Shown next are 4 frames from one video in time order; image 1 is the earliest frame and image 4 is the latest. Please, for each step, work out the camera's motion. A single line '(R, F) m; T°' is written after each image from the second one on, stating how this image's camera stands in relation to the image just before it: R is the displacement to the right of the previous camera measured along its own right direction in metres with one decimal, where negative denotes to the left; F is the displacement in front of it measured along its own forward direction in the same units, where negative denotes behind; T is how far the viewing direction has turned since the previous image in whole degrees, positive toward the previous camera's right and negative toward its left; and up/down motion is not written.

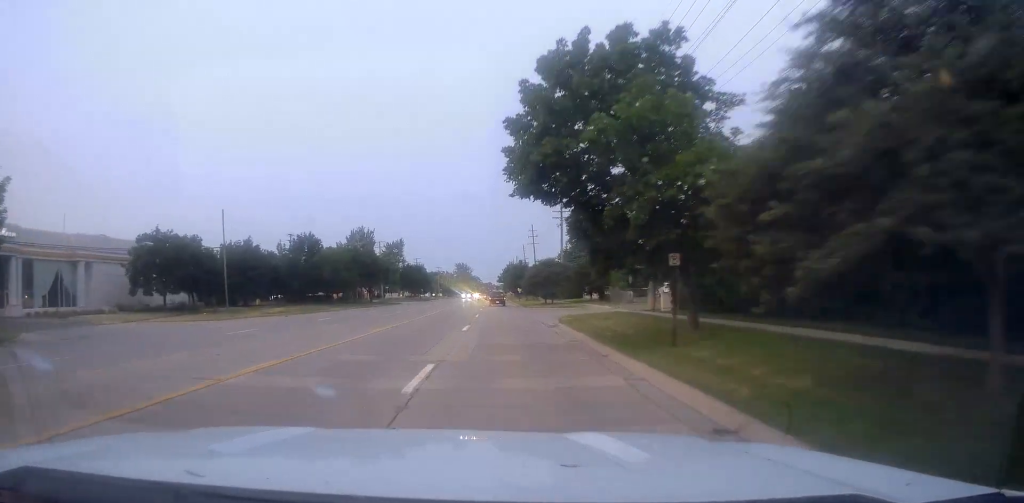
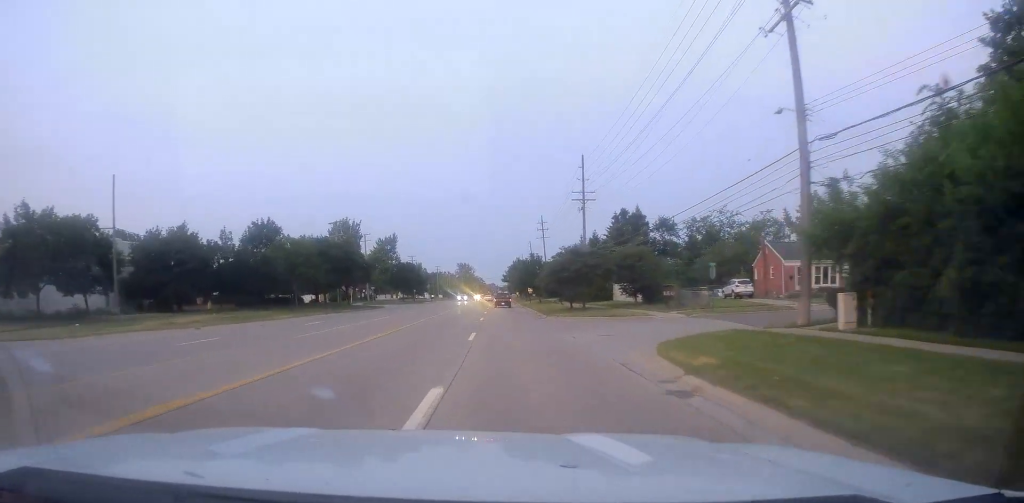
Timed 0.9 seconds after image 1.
(0.0, +19.6) m; +2°
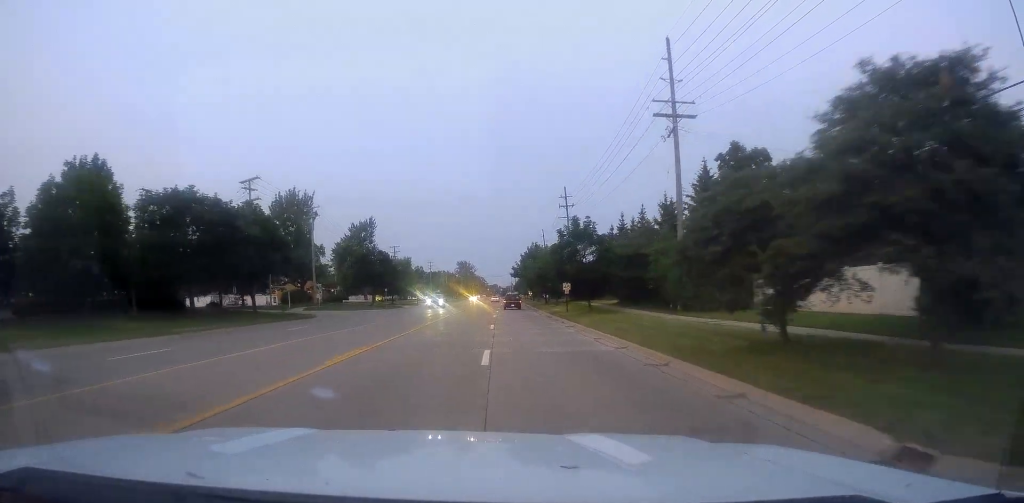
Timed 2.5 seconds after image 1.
(+0.9, +37.4) m; -1°
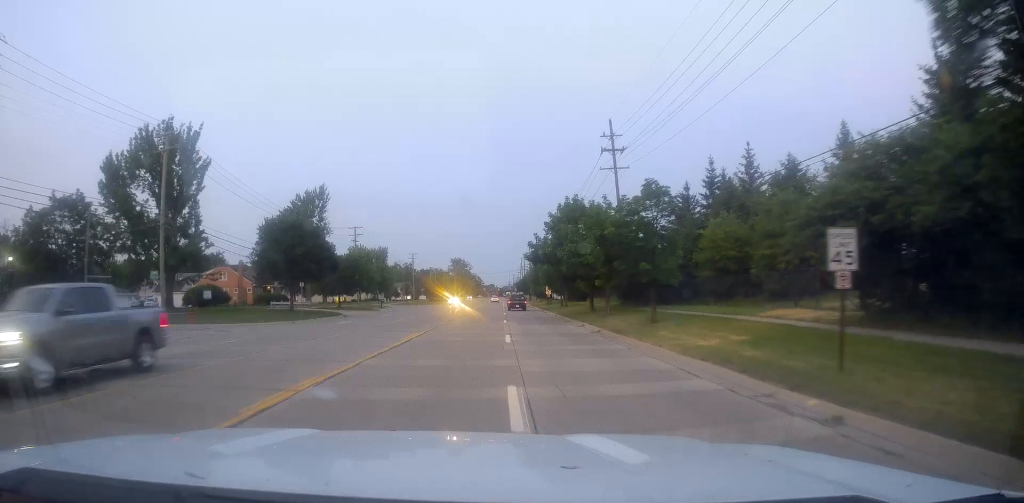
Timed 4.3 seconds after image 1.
(-1.6, +38.6) m; -1°
